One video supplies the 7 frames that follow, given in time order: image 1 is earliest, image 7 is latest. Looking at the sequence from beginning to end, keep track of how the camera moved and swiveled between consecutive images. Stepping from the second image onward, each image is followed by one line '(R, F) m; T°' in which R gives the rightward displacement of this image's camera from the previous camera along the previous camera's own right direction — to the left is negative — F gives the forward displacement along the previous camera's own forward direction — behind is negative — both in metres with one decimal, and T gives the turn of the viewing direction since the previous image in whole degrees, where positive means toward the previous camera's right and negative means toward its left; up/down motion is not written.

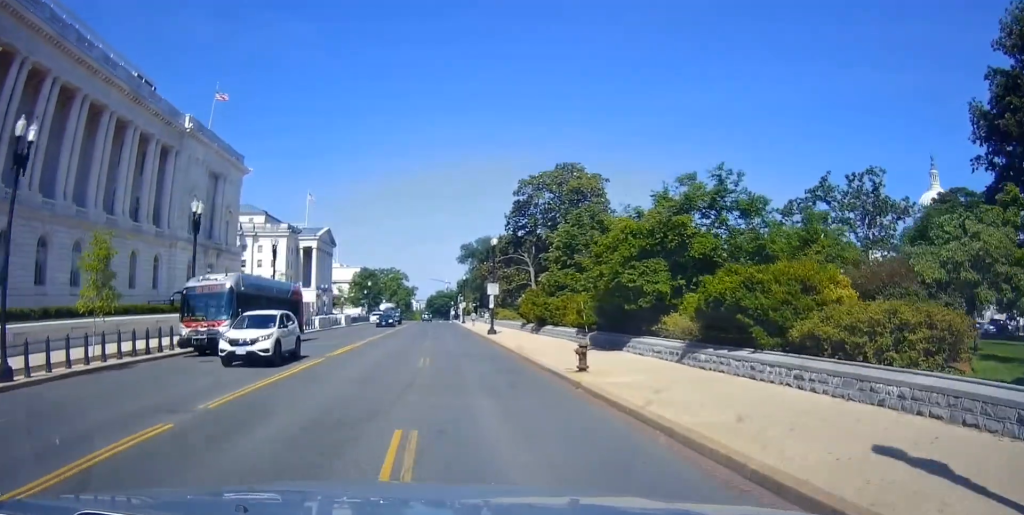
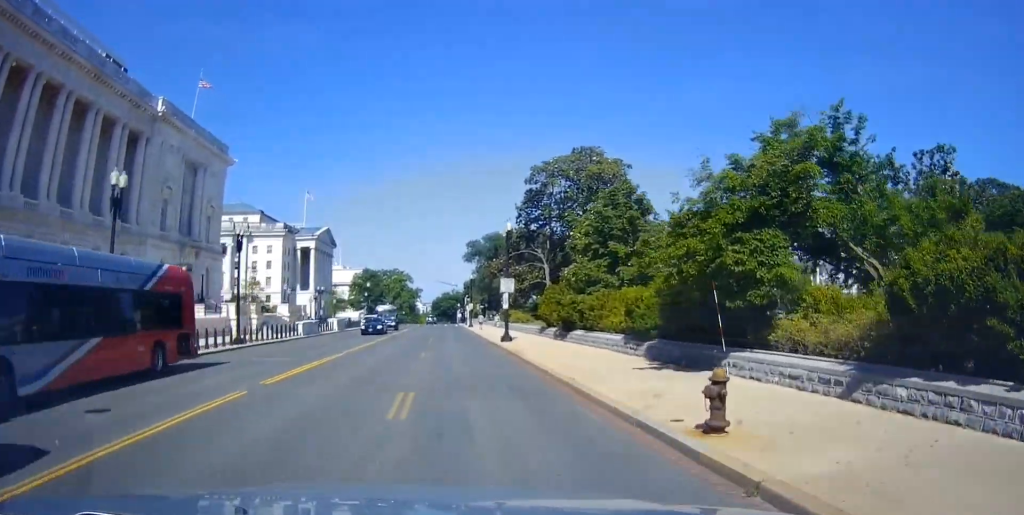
(-0.1, +8.1) m; 0°
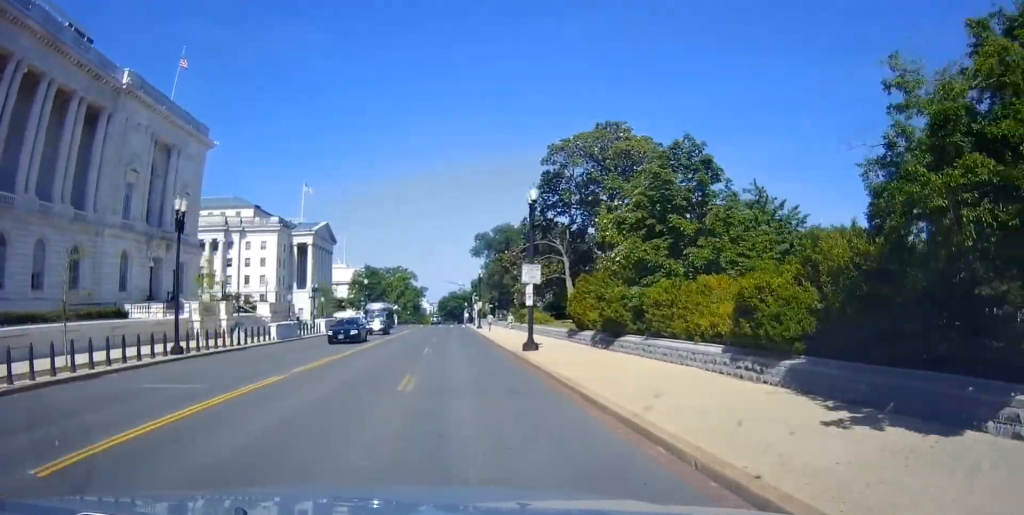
(0.0, +9.0) m; +2°
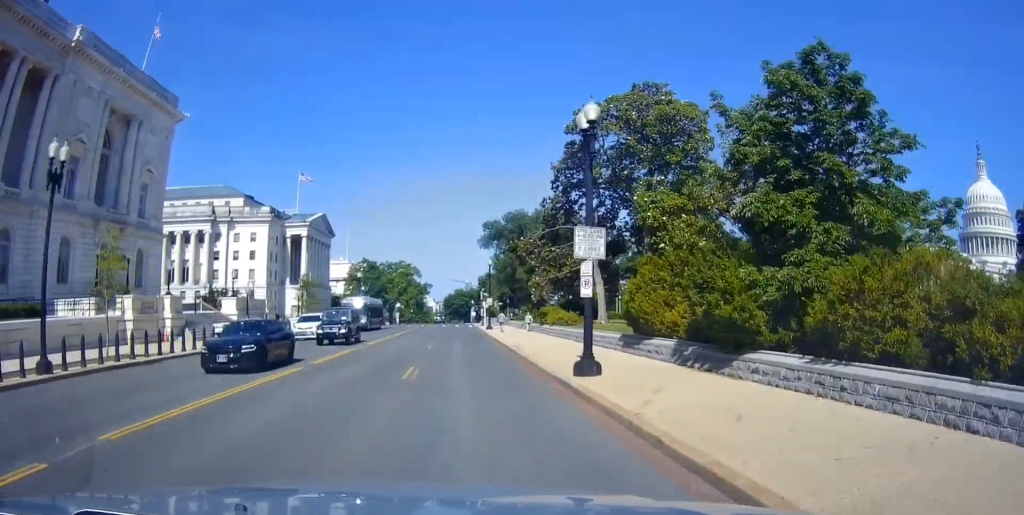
(+0.5, +10.7) m; 0°
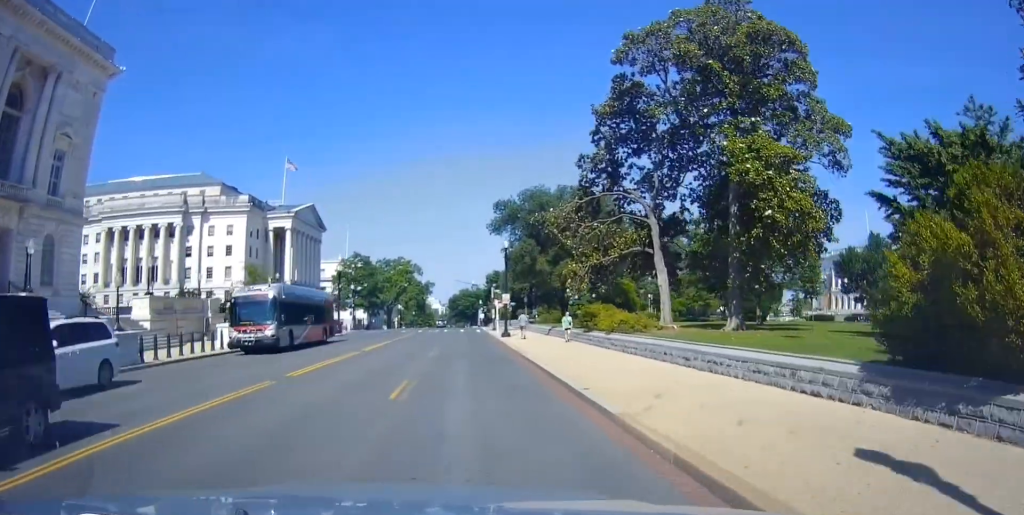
(-0.7, +15.4) m; -3°
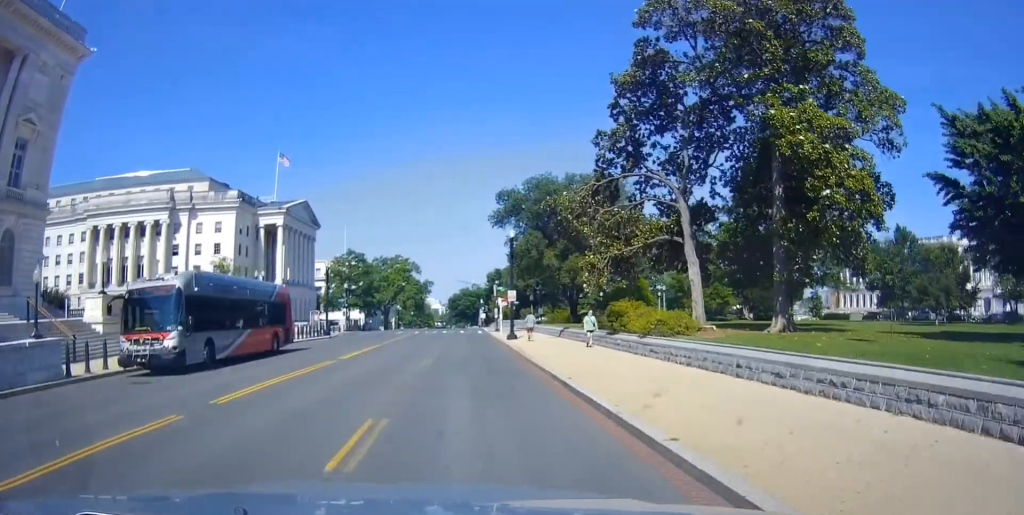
(0.0, +5.2) m; 0°
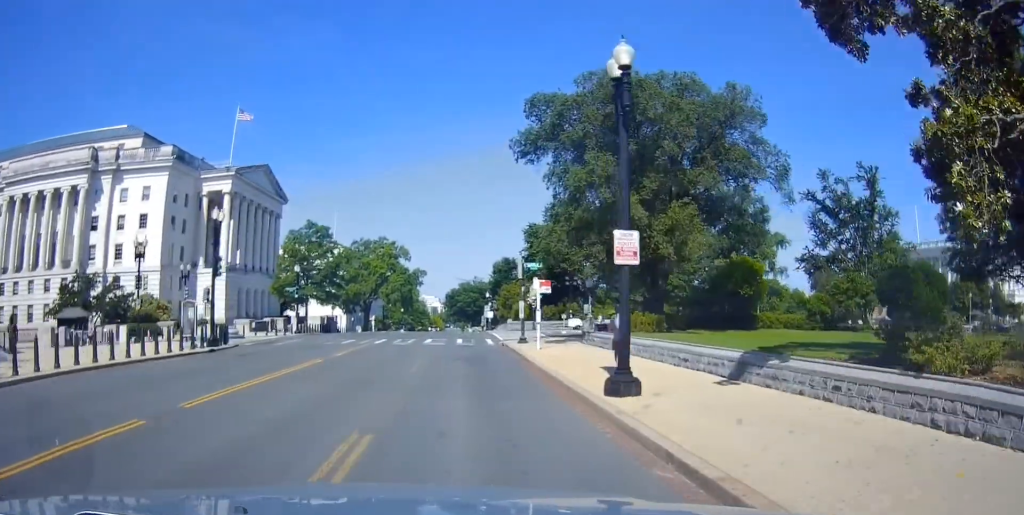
(0.0, +26.1) m; +2°
